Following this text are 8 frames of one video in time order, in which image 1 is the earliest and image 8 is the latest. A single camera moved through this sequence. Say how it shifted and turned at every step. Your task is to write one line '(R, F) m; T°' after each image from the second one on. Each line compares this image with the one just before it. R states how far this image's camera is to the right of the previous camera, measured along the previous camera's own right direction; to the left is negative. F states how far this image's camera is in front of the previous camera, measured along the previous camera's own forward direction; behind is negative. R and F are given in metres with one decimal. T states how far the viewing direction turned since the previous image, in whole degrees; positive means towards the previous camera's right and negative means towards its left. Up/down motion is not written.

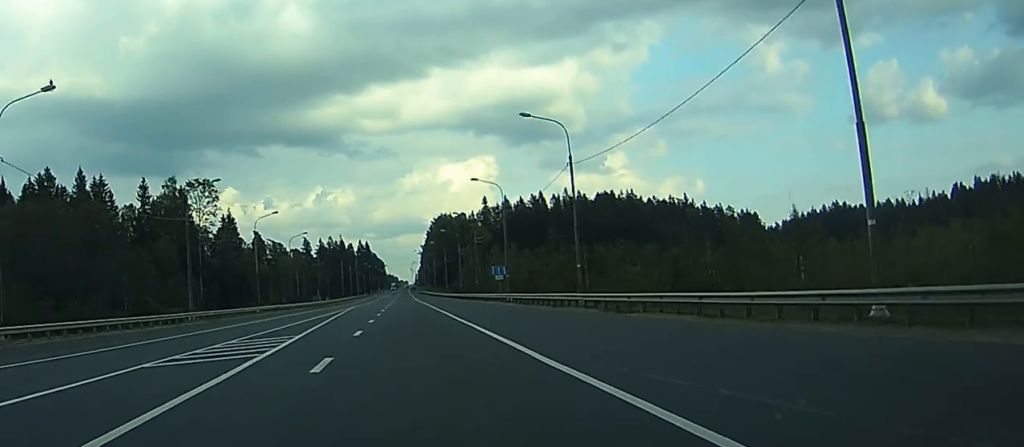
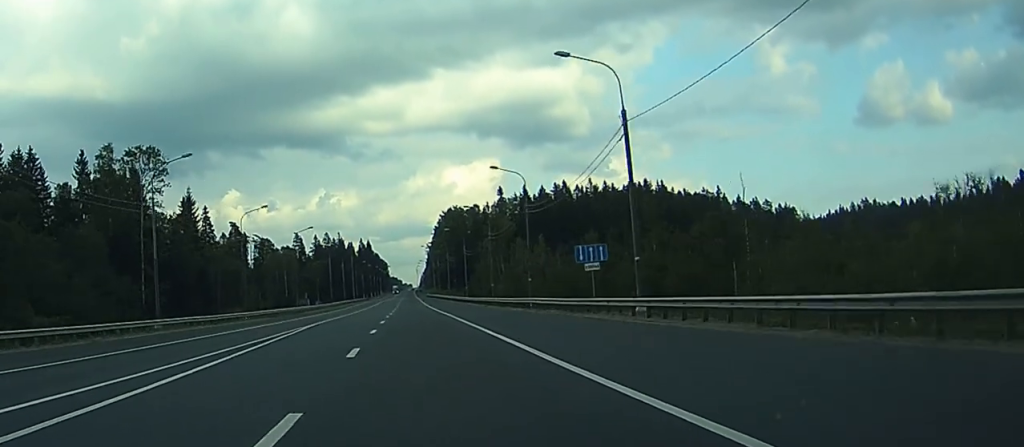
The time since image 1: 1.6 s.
(-0.2, +43.4) m; -1°
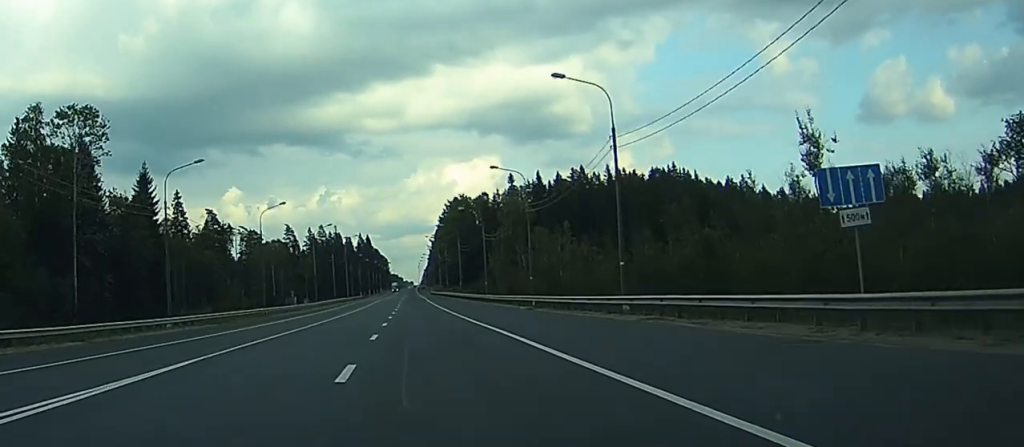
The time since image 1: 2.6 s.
(-0.1, +29.4) m; 0°
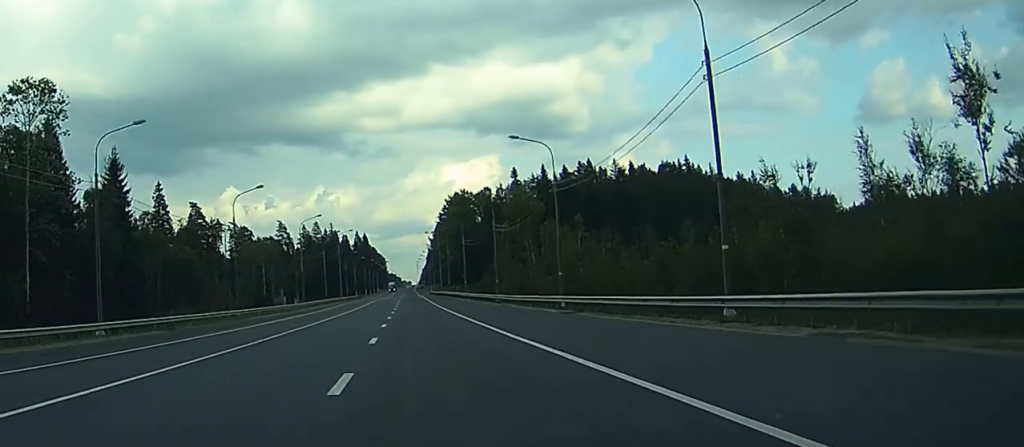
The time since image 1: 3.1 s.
(0.0, +13.7) m; 0°
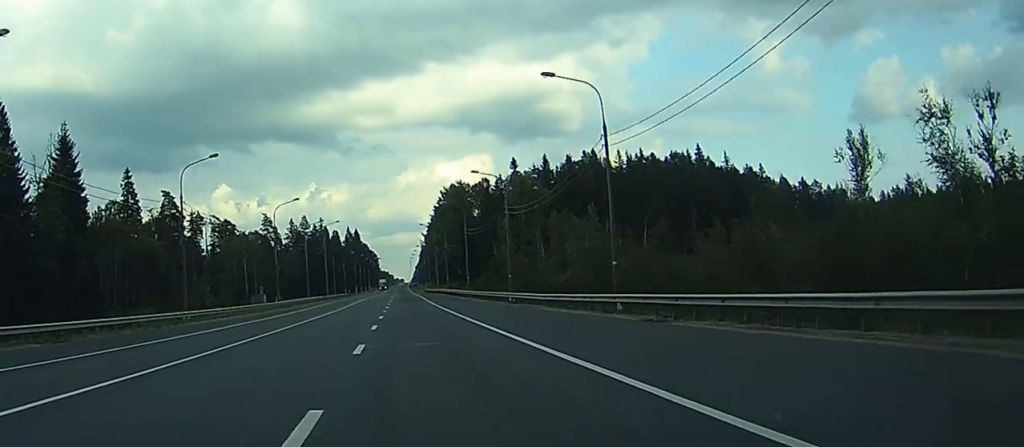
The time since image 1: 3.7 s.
(0.0, +16.5) m; 0°
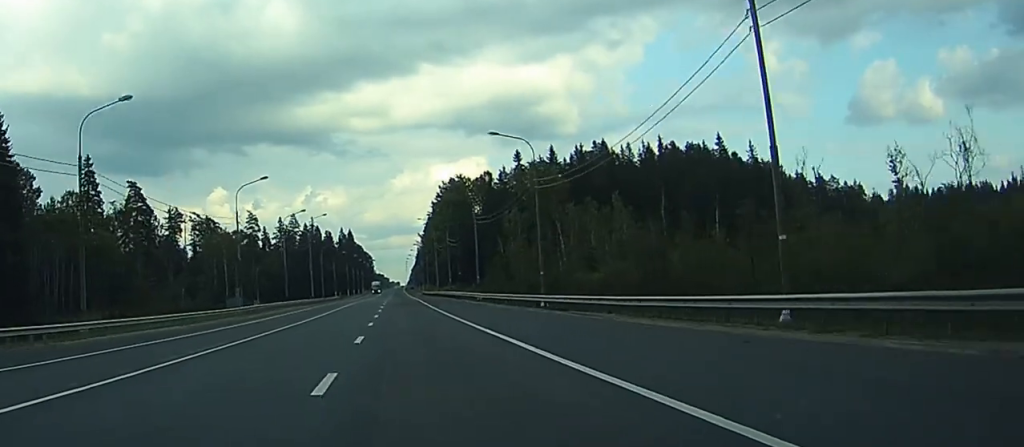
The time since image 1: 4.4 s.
(+0.1, +19.2) m; +1°
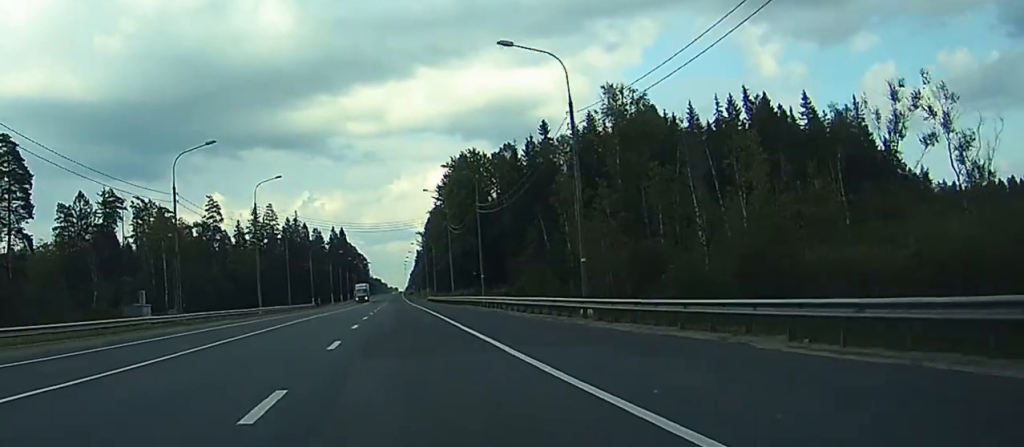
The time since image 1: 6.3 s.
(+0.4, +50.1) m; 0°
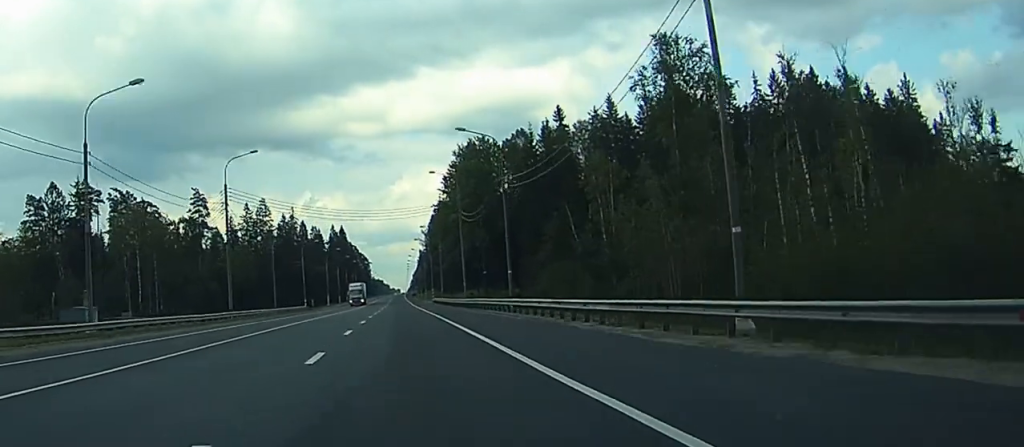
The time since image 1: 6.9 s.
(0.0, +16.4) m; 0°
